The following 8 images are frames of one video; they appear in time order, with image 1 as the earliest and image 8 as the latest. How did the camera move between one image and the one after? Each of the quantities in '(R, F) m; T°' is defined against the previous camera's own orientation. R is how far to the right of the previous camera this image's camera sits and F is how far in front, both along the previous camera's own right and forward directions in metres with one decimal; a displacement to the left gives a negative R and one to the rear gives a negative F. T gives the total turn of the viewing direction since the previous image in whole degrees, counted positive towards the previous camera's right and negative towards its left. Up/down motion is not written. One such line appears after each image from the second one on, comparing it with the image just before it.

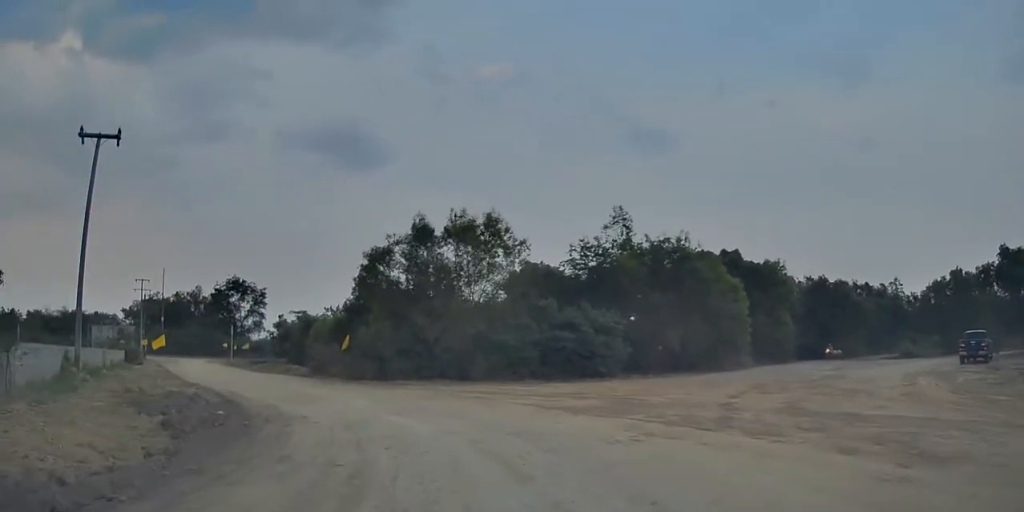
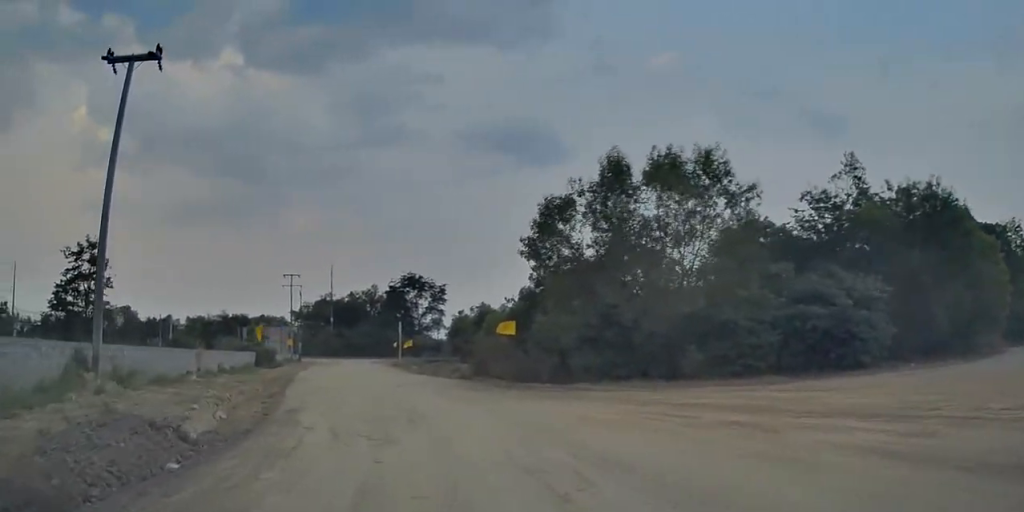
(-1.1, +9.7) m; -16°
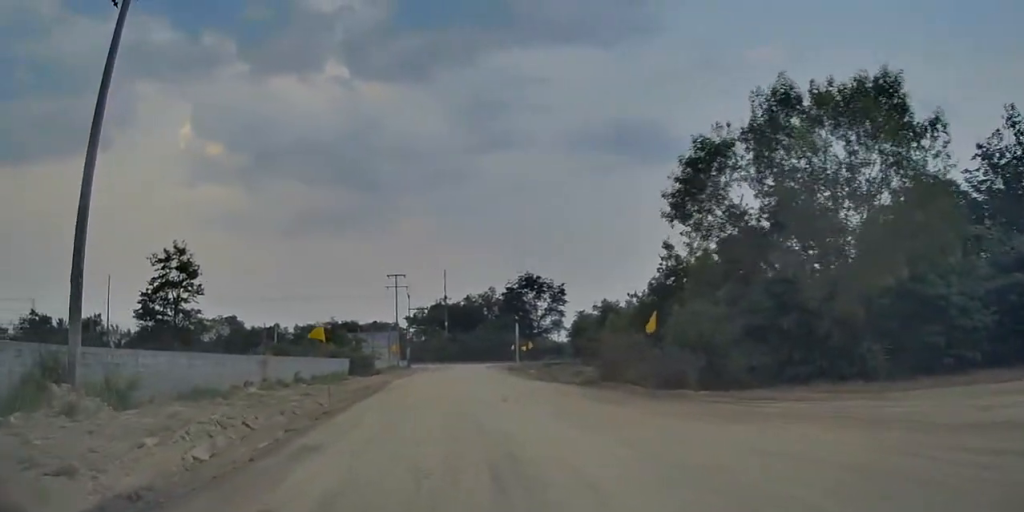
(-0.7, +6.0) m; -10°
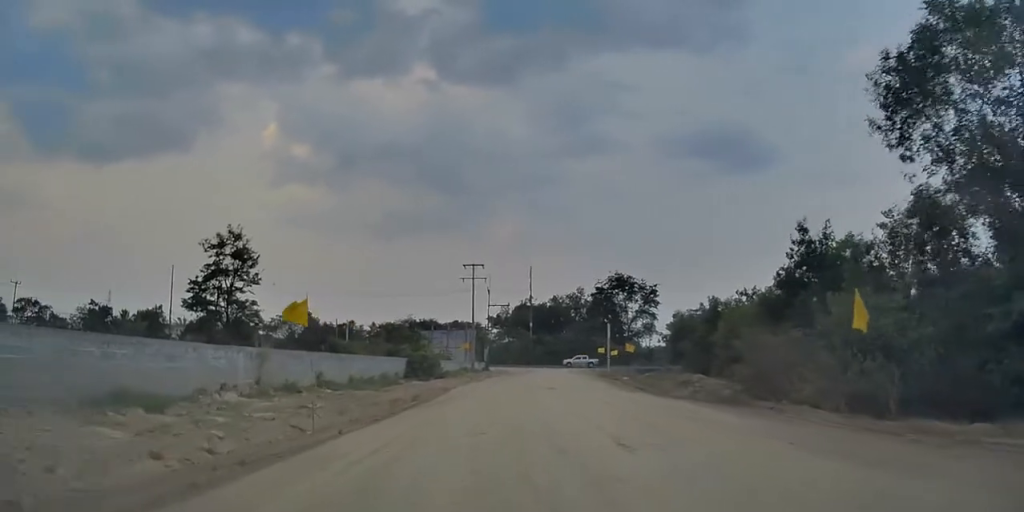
(-1.1, +7.9) m; -16°
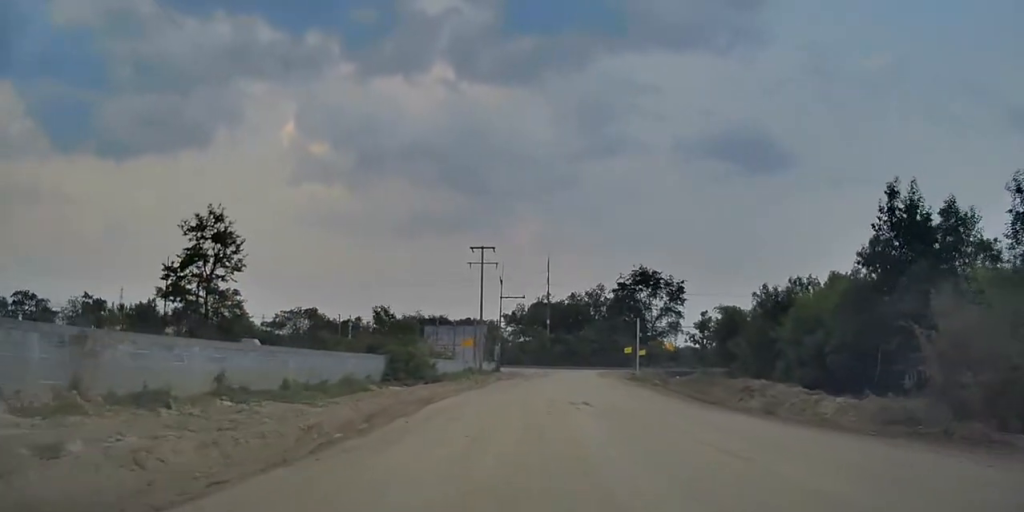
(-1.0, +9.0) m; -1°
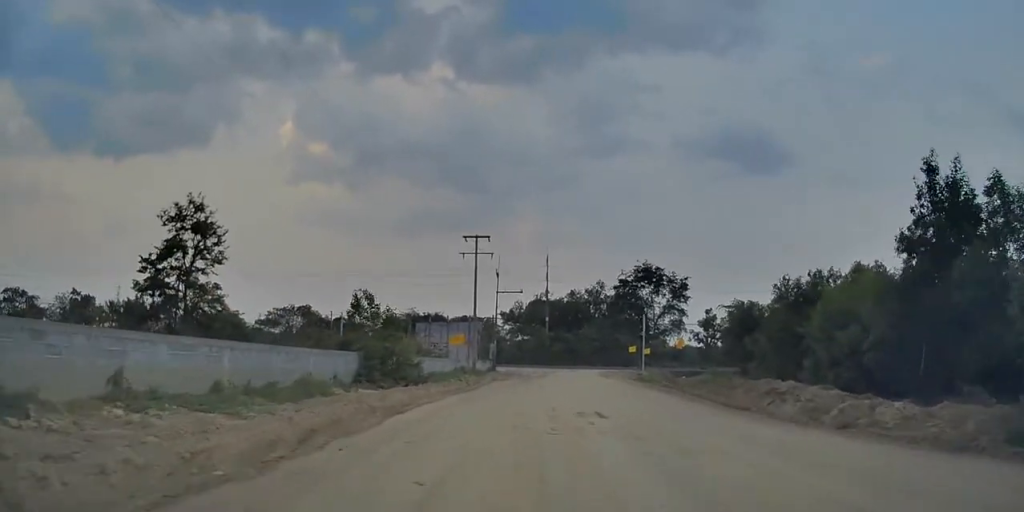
(+0.2, +4.1) m; +2°
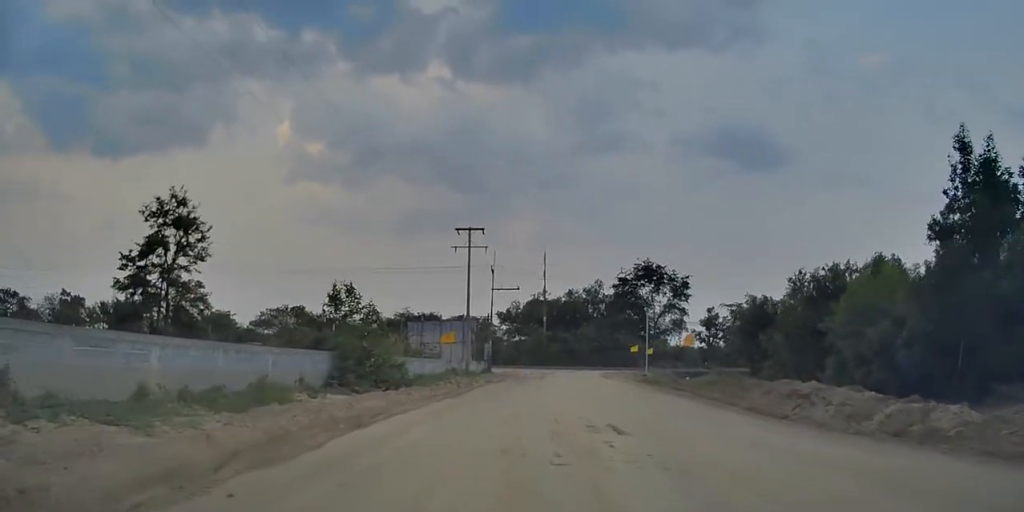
(+0.4, +3.2) m; 0°
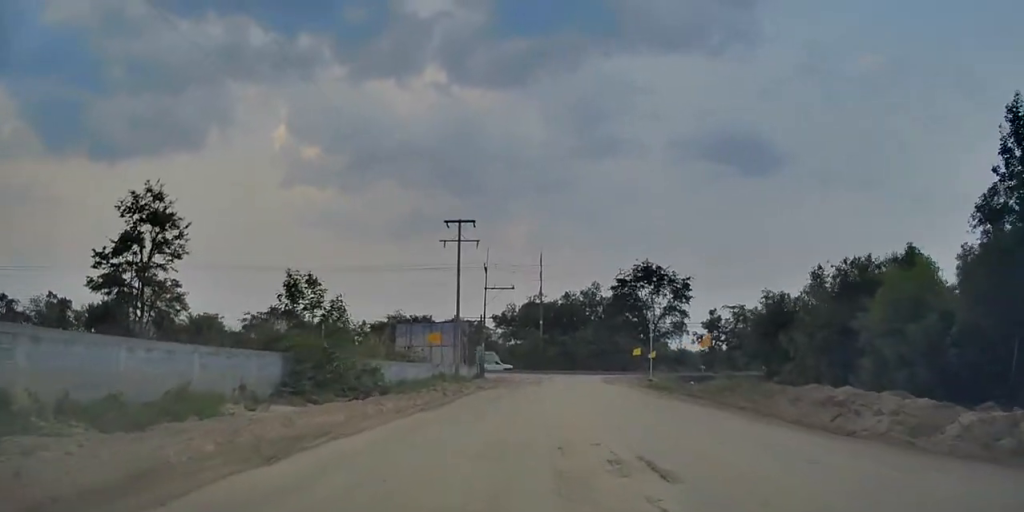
(-0.1, +3.9) m; -1°
